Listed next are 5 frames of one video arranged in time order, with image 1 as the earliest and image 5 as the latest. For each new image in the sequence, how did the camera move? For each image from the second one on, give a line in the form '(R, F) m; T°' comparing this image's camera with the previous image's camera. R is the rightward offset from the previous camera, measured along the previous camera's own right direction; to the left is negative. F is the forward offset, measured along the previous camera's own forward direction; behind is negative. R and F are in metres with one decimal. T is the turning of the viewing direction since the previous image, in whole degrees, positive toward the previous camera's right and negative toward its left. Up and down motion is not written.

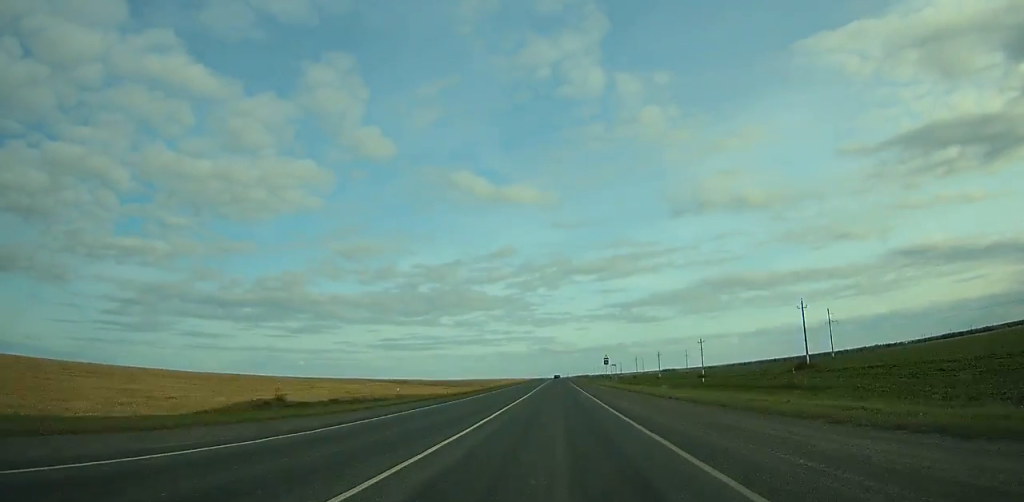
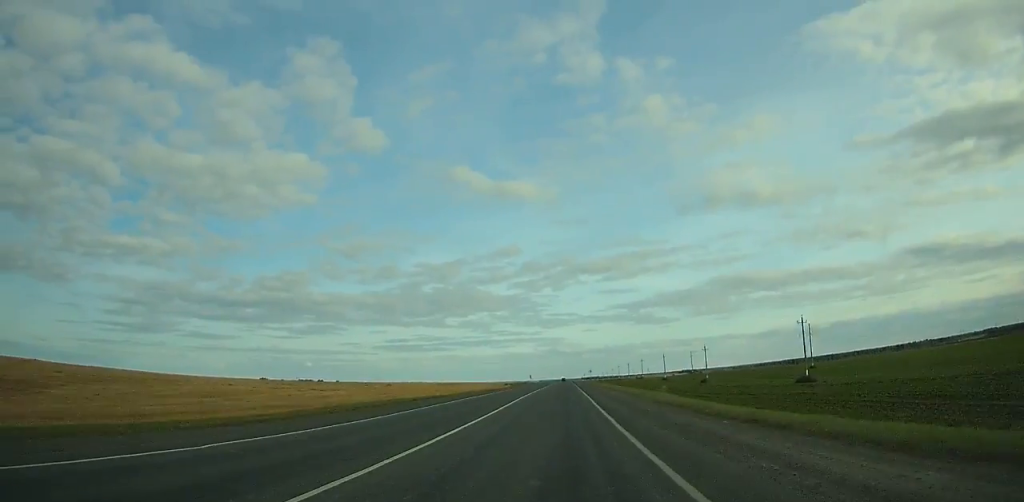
(-0.2, +237.1) m; 0°
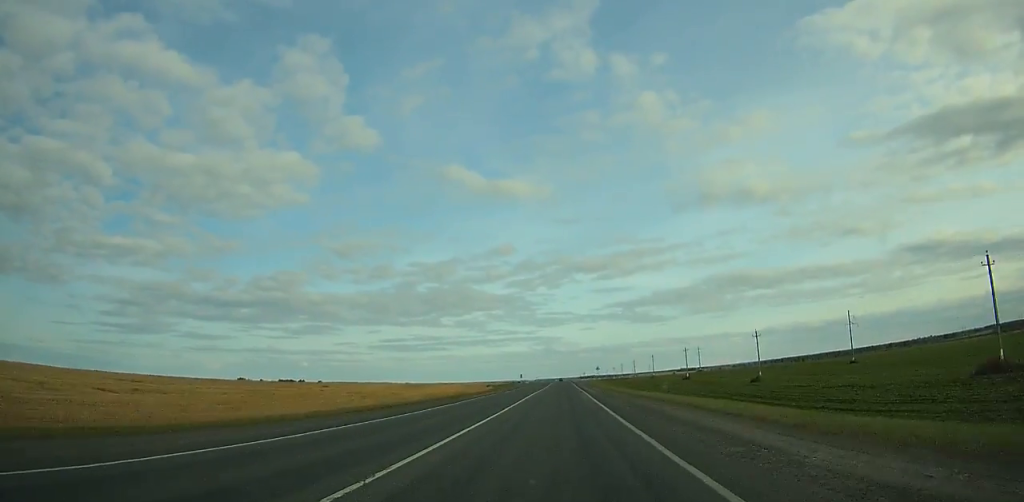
(+0.1, +44.0) m; 0°
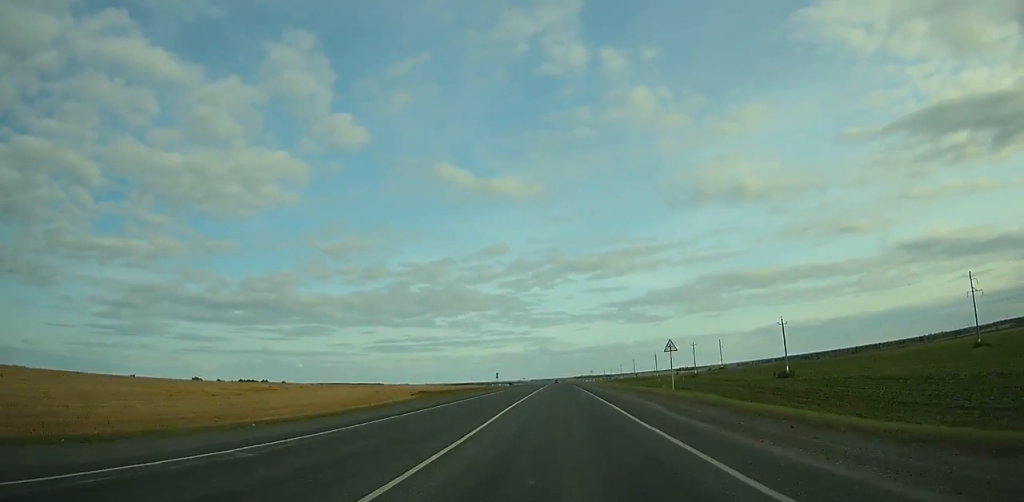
(-0.3, +76.1) m; 0°
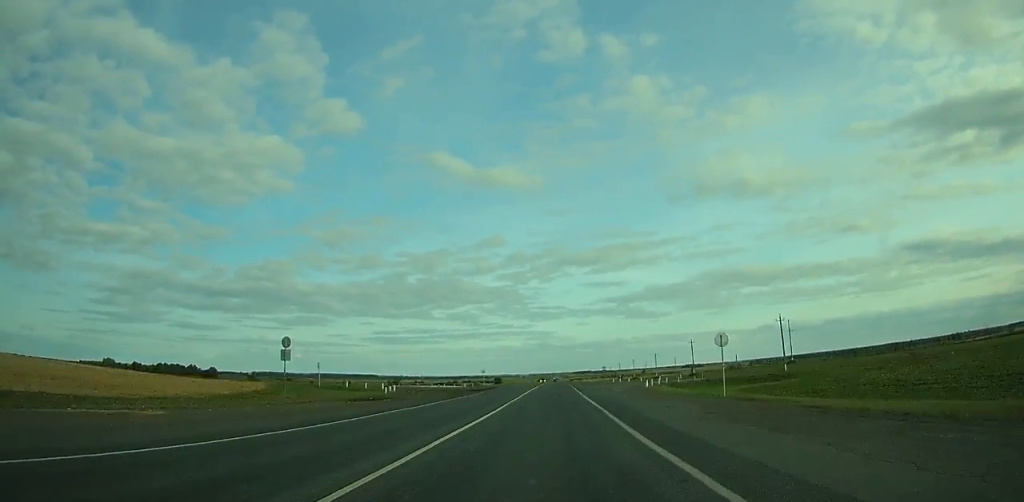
(+0.4, +119.6) m; 0°
